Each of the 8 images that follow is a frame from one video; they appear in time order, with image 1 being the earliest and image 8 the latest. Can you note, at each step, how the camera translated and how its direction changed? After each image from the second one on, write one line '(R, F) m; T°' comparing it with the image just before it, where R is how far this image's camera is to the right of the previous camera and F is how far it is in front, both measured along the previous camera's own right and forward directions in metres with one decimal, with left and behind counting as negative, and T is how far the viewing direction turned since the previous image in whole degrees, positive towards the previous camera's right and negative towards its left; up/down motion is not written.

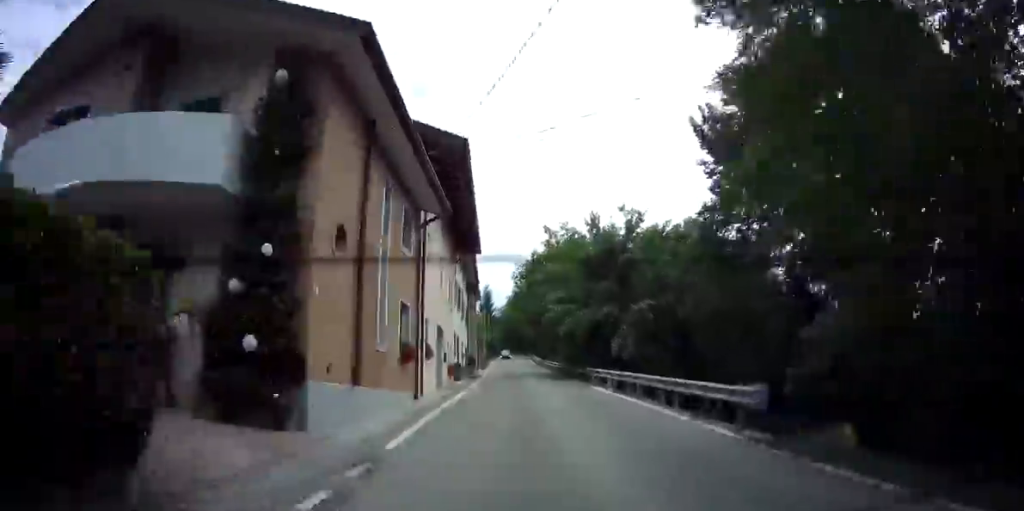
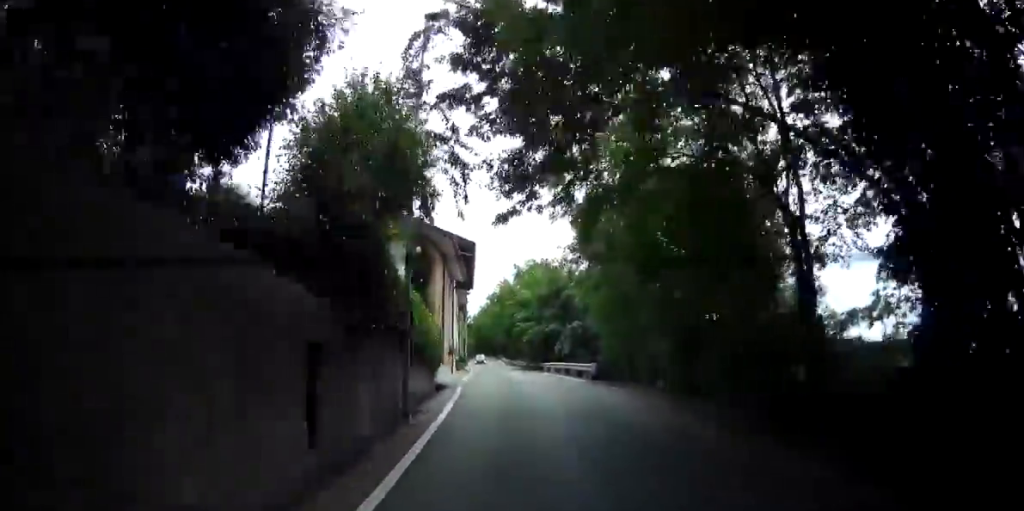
(-1.0, +16.5) m; -2°
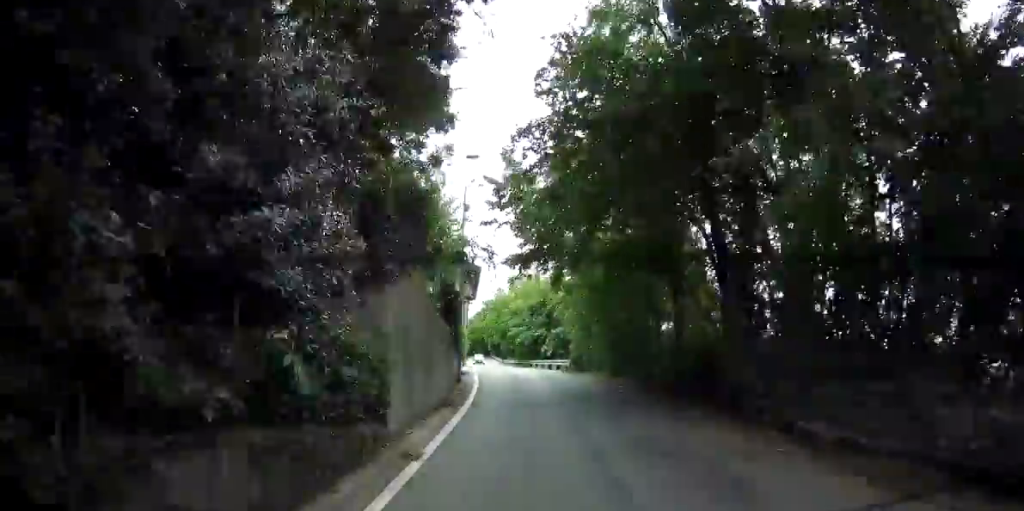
(+0.1, +9.7) m; +1°
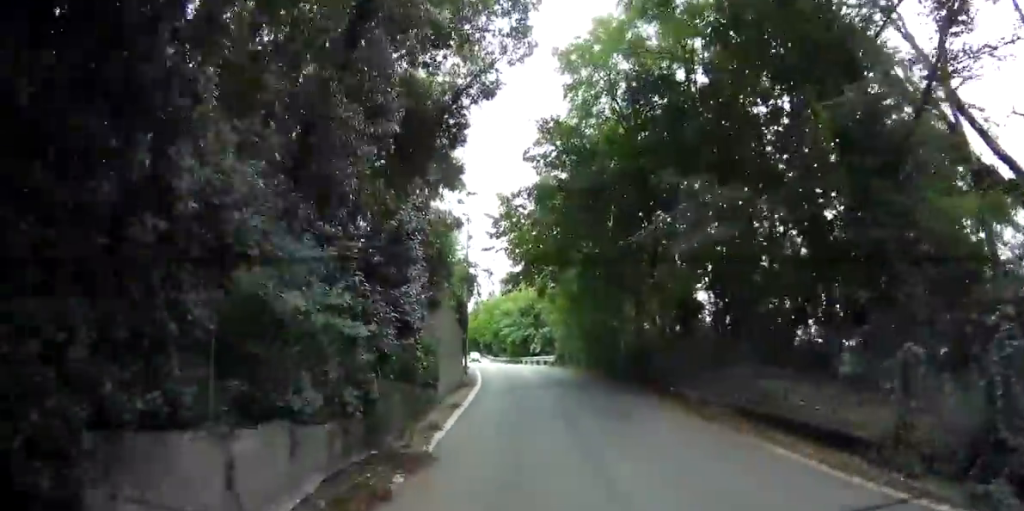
(0.0, +5.9) m; 0°
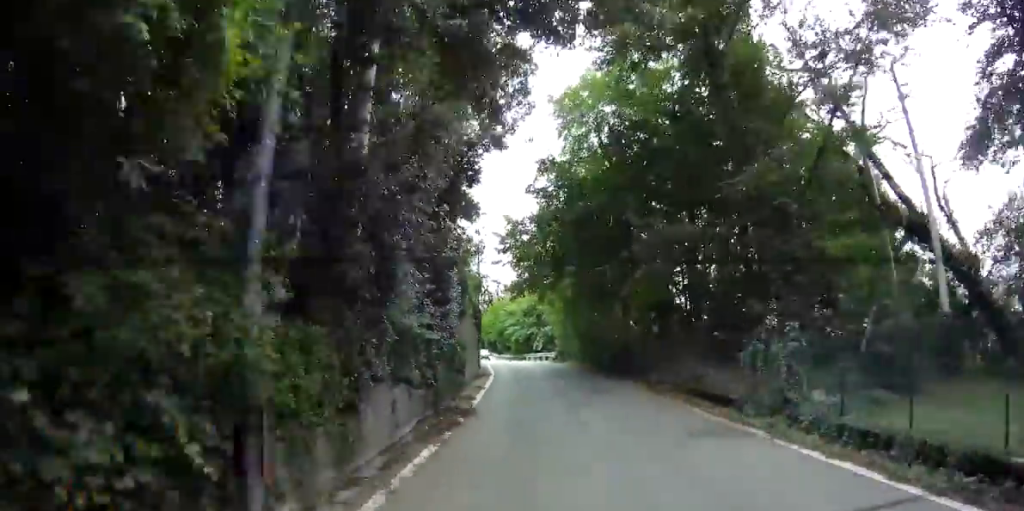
(+0.2, +5.2) m; -2°
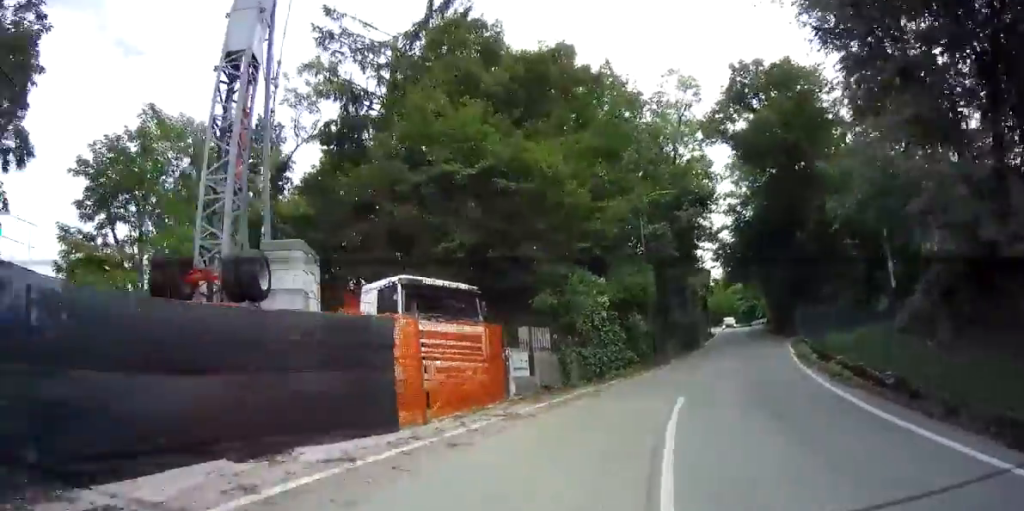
(-3.3, +19.3) m; -15°
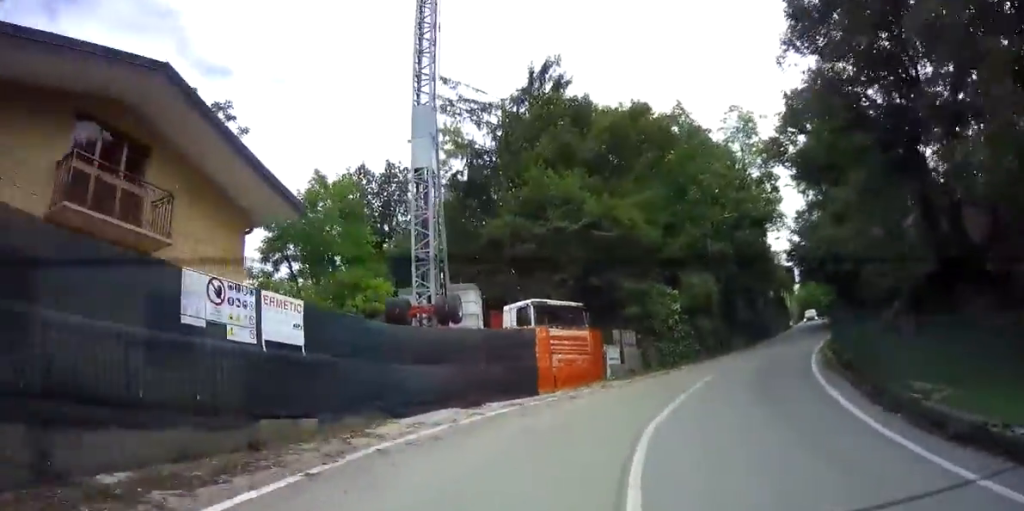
(0.0, +6.3) m; -9°
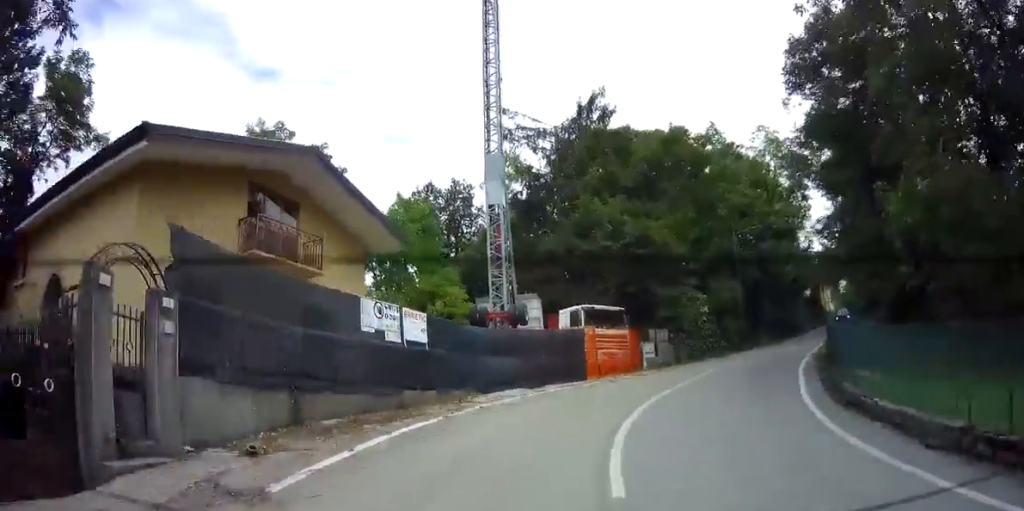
(+1.0, +4.4) m; -10°
